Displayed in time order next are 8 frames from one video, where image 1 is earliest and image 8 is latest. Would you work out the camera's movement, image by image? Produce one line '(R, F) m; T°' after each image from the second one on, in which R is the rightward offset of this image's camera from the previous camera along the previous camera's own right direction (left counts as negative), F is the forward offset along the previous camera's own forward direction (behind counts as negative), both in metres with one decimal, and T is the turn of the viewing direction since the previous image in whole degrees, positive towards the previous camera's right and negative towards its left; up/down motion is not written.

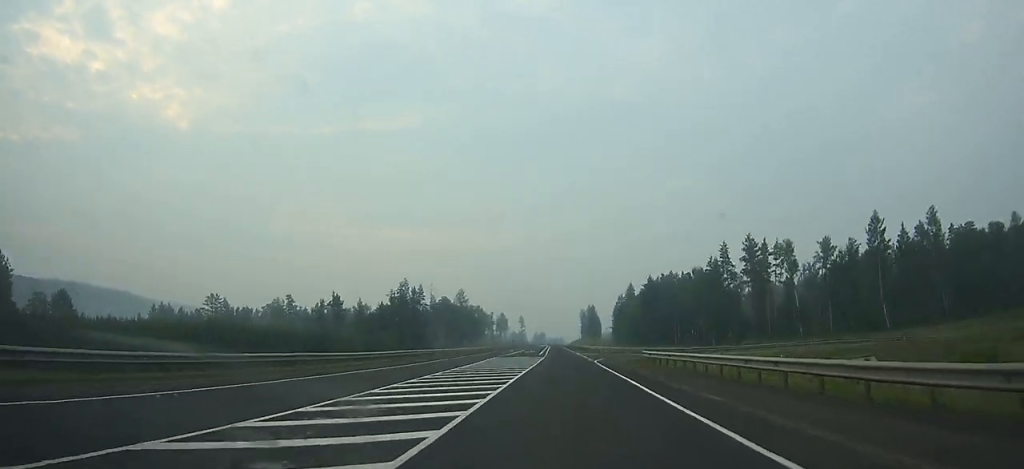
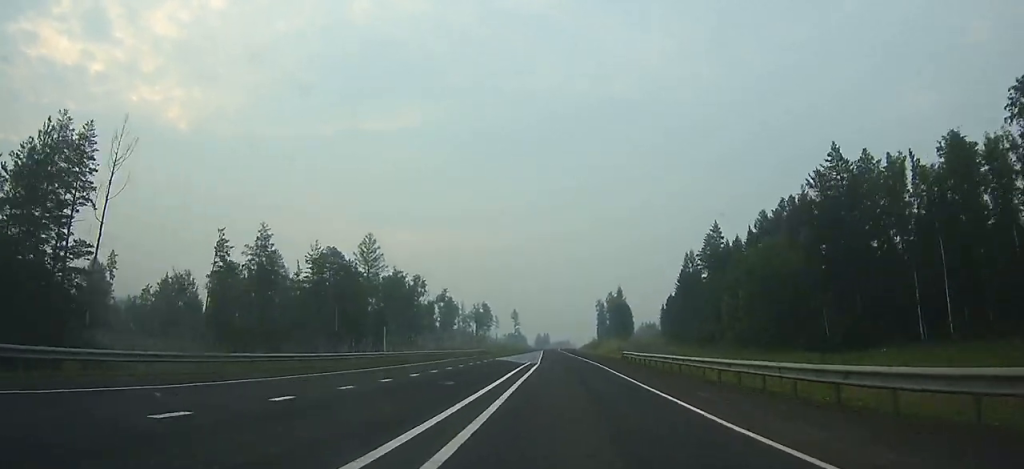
(-0.7, +155.0) m; -1°
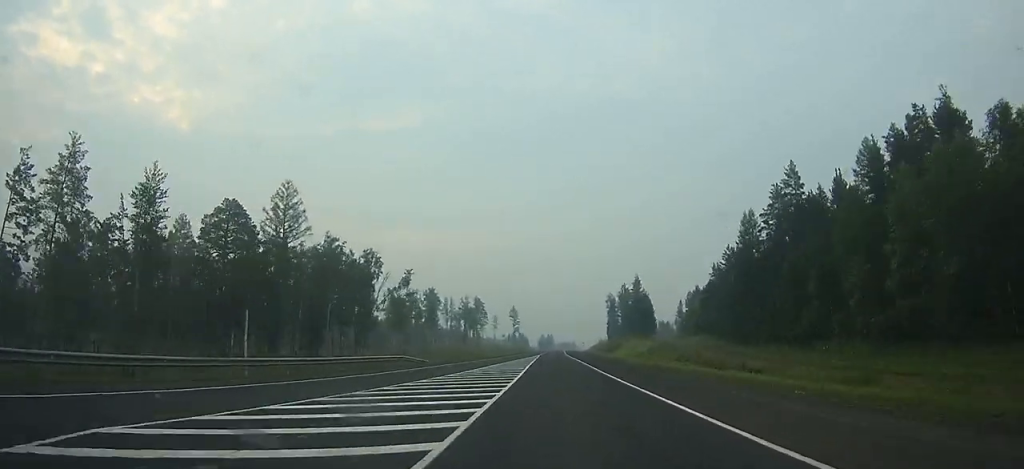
(0.0, +46.6) m; 0°
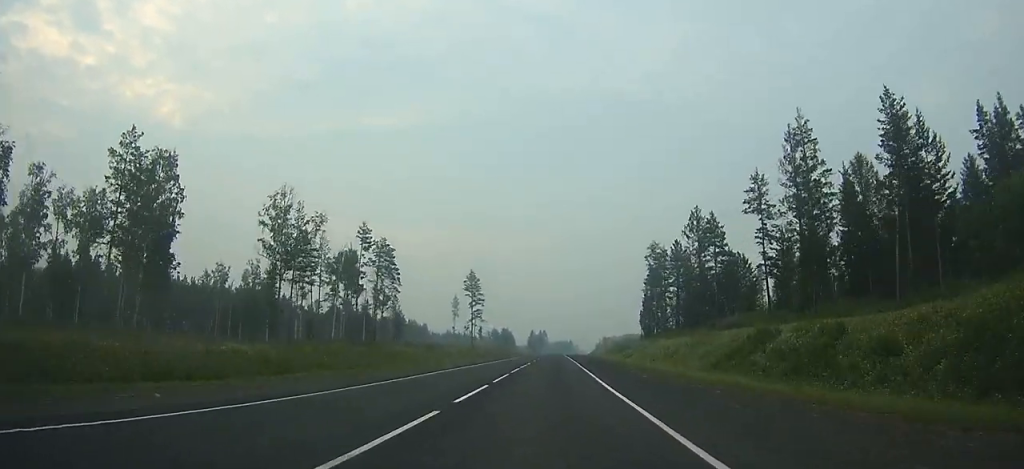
(+0.1, +164.8) m; 0°
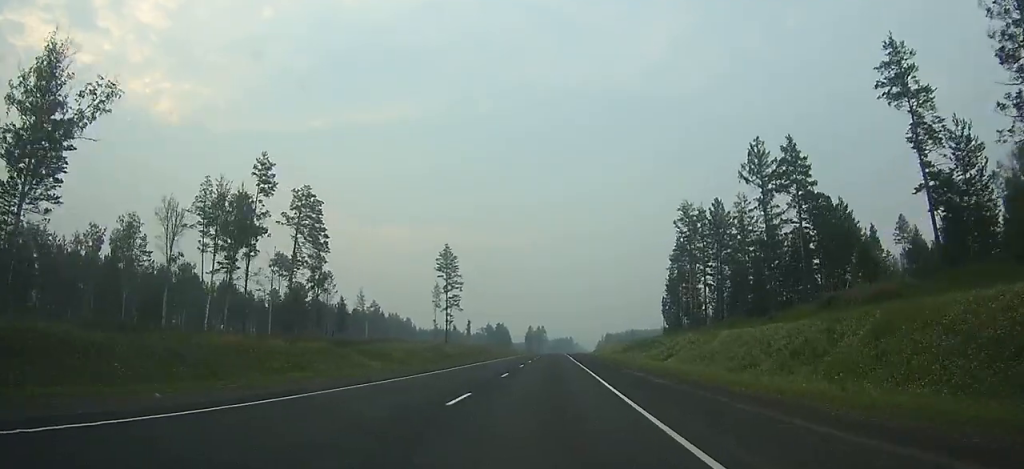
(+0.1, +46.0) m; 0°
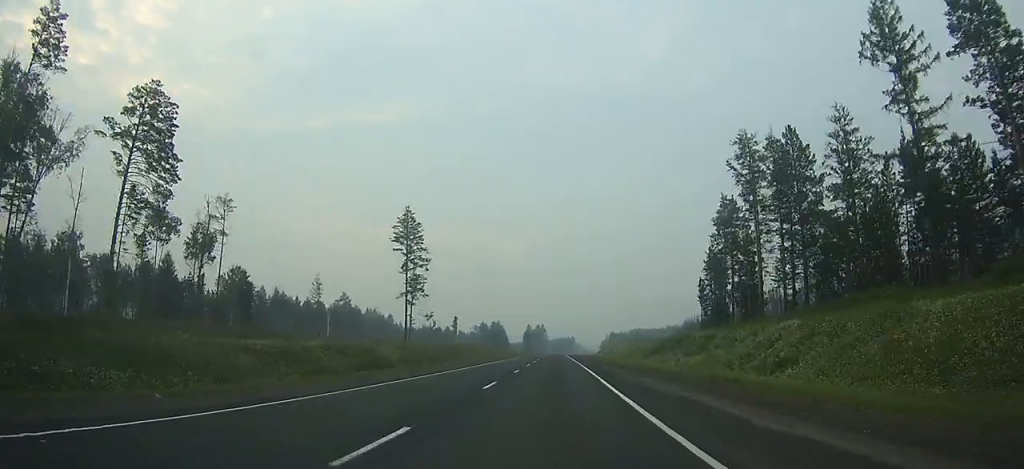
(0.0, +42.8) m; 0°
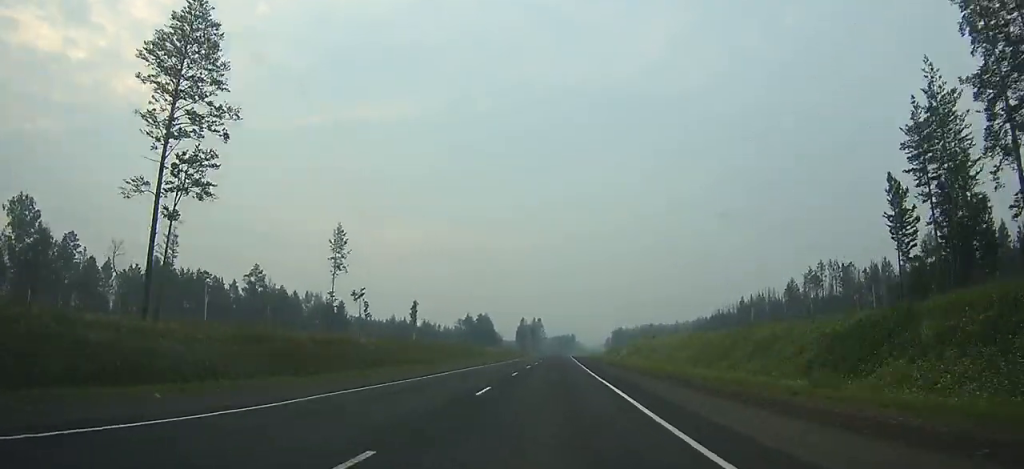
(0.0, +72.0) m; 0°
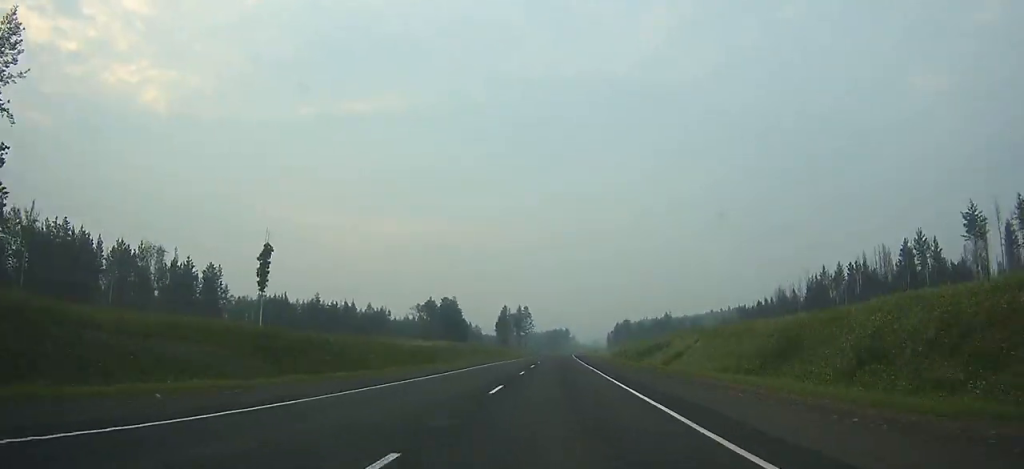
(+0.3, +94.1) m; +1°
